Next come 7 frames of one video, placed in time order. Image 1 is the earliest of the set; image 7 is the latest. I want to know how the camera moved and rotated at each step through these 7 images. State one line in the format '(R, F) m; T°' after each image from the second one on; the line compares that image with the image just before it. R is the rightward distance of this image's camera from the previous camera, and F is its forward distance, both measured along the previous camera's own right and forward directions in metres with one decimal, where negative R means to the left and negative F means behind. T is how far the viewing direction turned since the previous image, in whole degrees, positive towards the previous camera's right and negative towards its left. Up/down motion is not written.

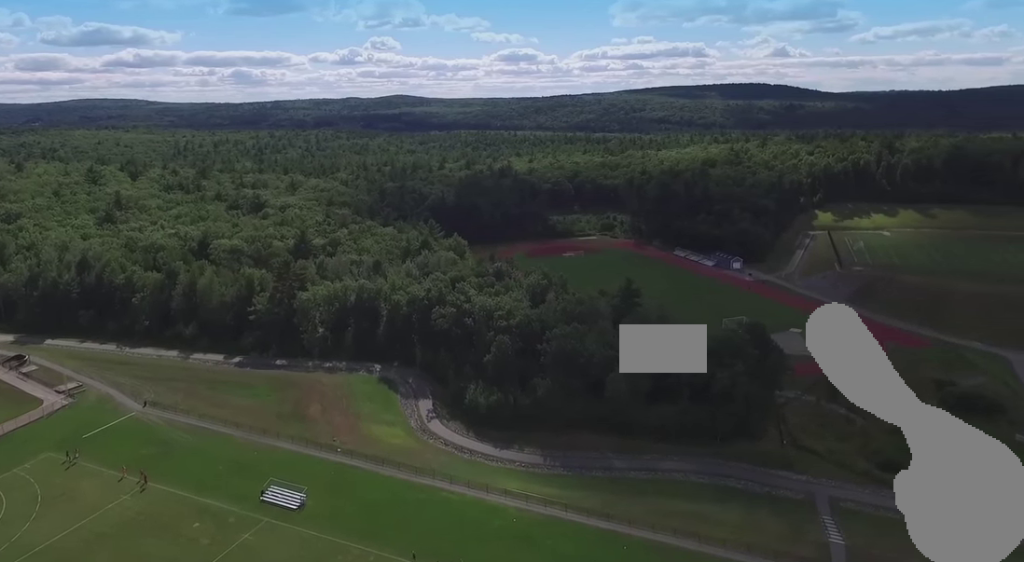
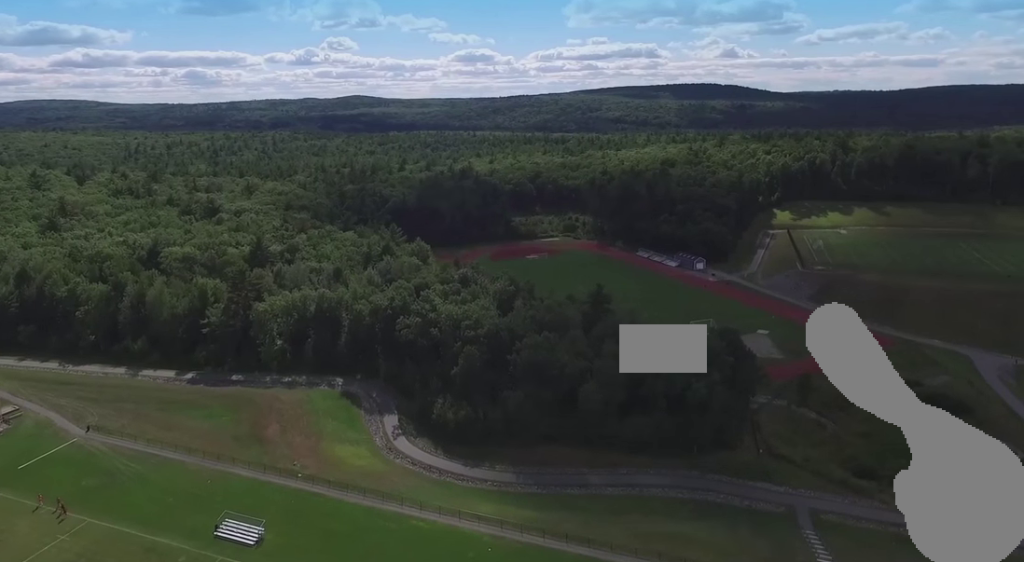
(+0.1, +6.8) m; 0°
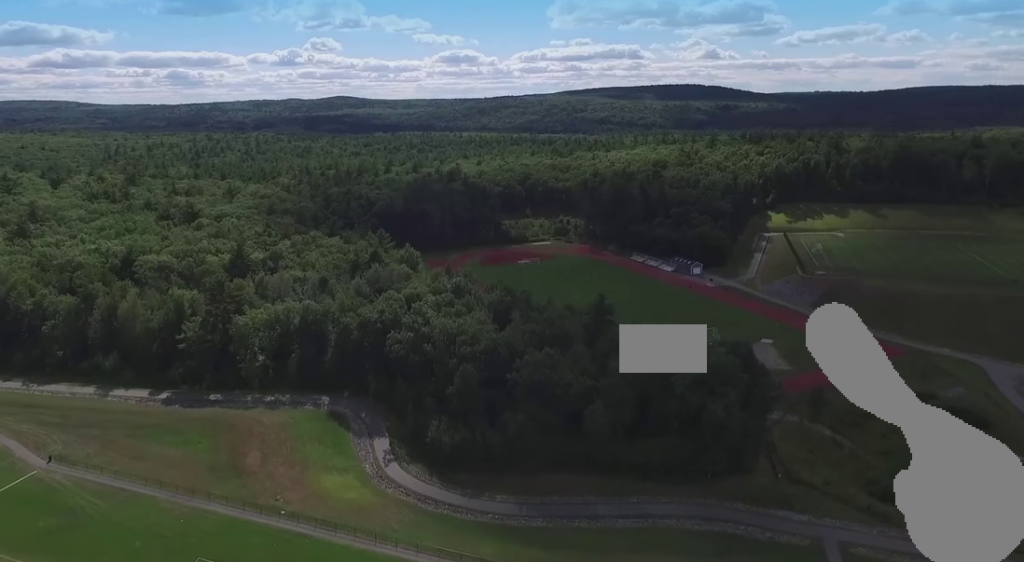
(-0.1, +9.9) m; -1°
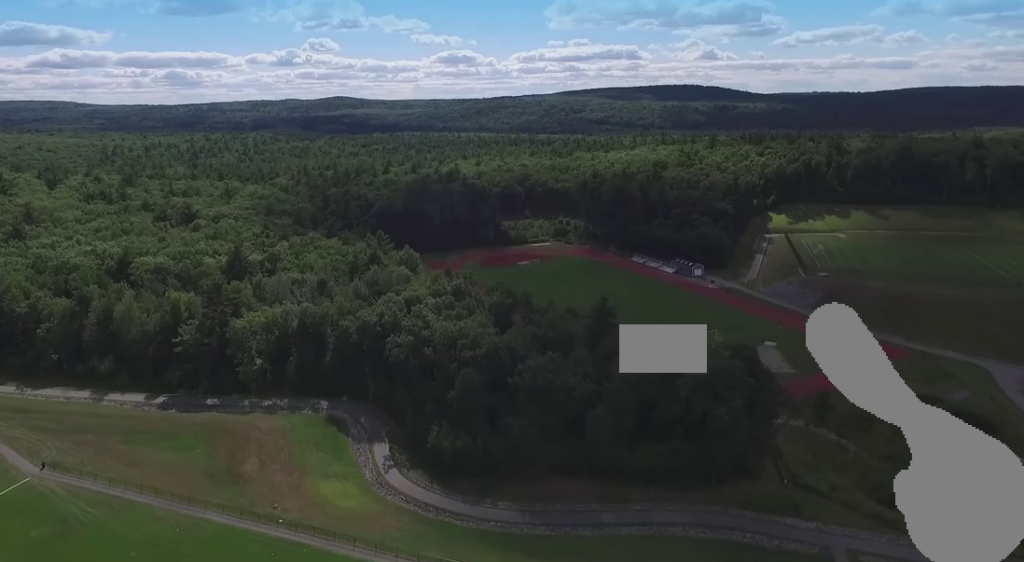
(0.0, +2.0) m; 0°
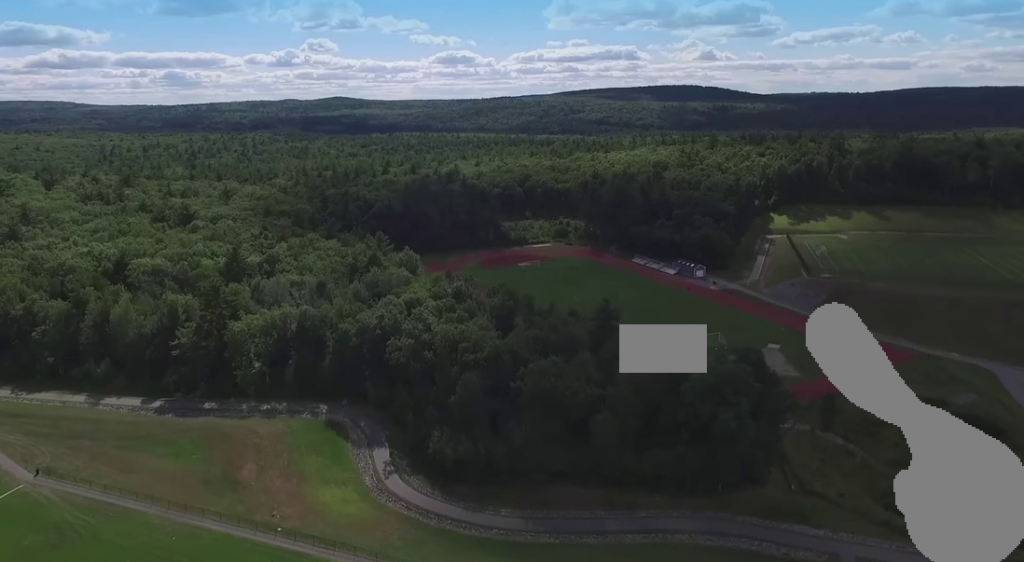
(0.0, +1.9) m; 0°
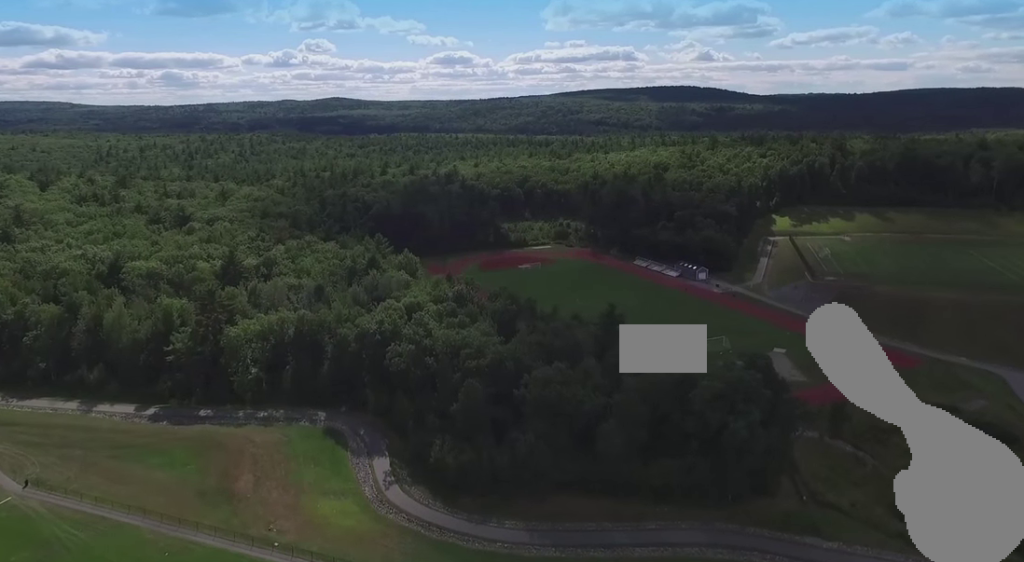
(0.0, +3.4) m; +1°
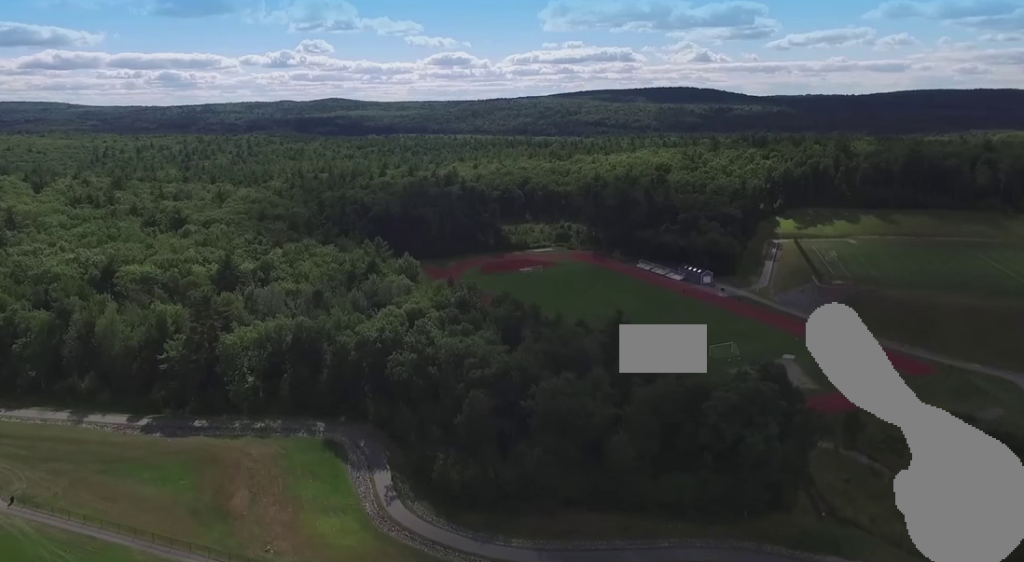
(0.0, +5.2) m; +1°
